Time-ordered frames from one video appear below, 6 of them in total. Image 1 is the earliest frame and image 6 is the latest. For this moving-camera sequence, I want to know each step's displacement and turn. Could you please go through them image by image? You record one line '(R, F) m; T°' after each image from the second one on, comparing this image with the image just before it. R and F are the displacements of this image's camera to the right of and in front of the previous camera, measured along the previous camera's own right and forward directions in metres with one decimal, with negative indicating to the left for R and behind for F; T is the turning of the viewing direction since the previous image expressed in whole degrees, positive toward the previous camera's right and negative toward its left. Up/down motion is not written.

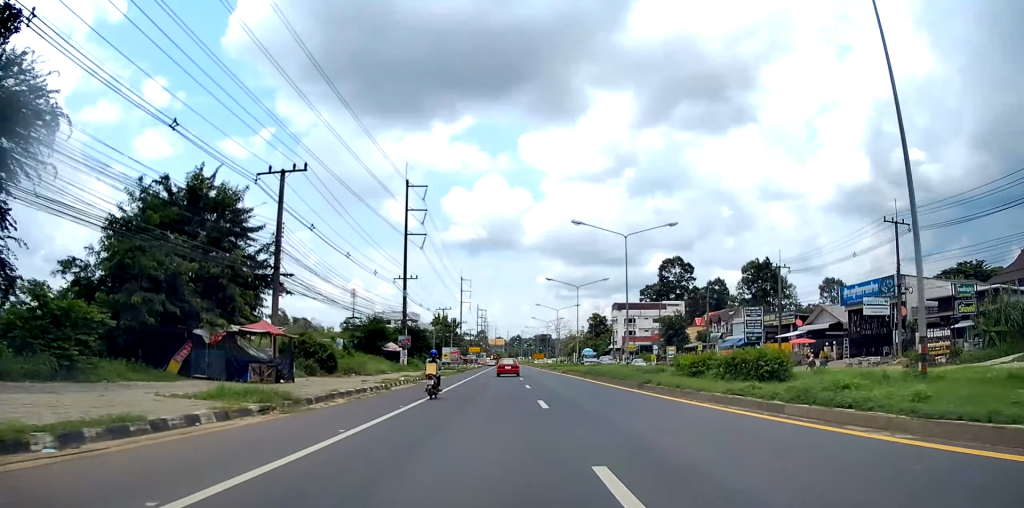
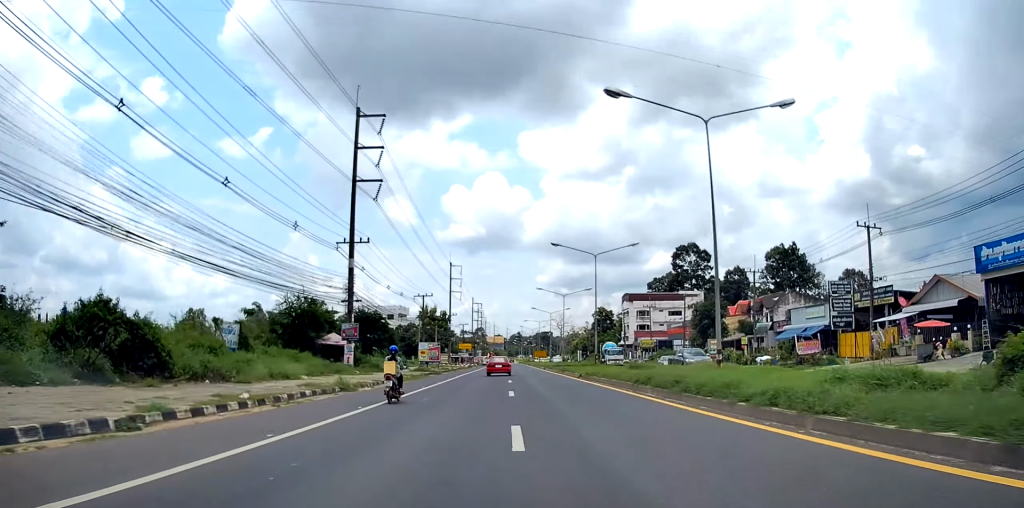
(+0.1, +19.3) m; 0°
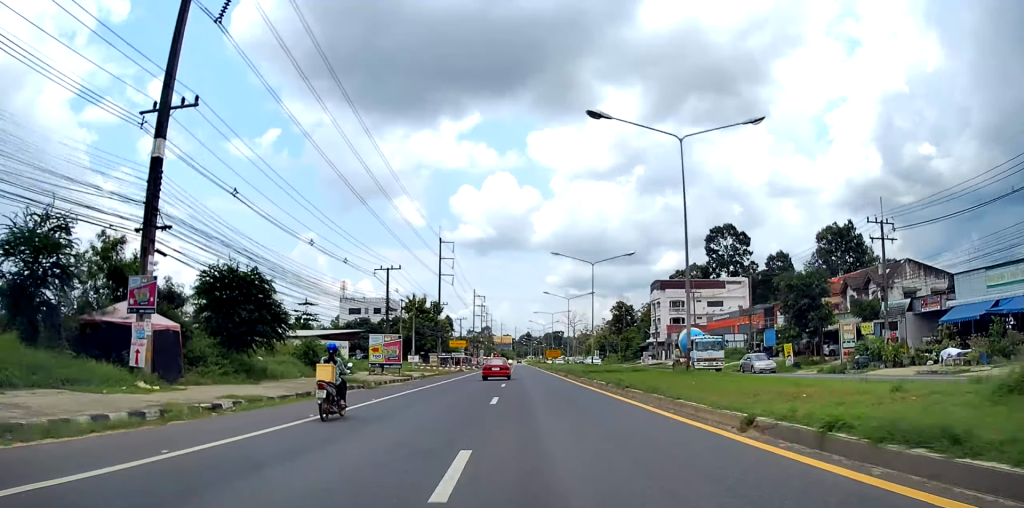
(-0.2, +27.2) m; -1°
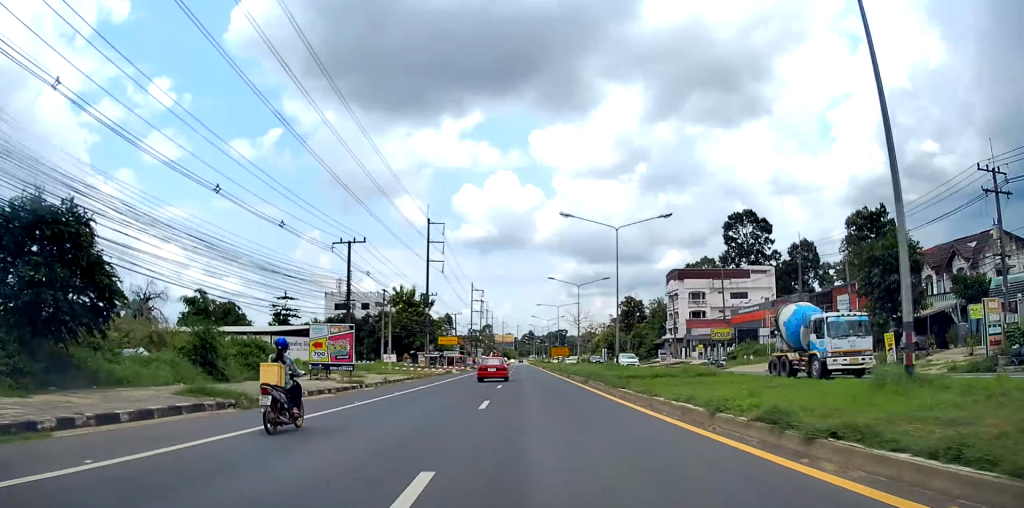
(-0.2, +13.9) m; -1°
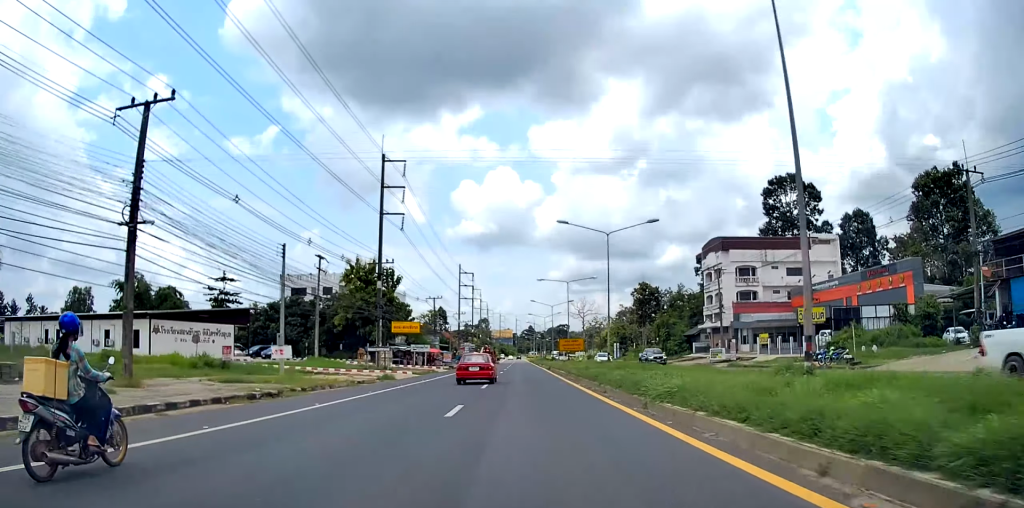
(+0.1, +26.3) m; +1°
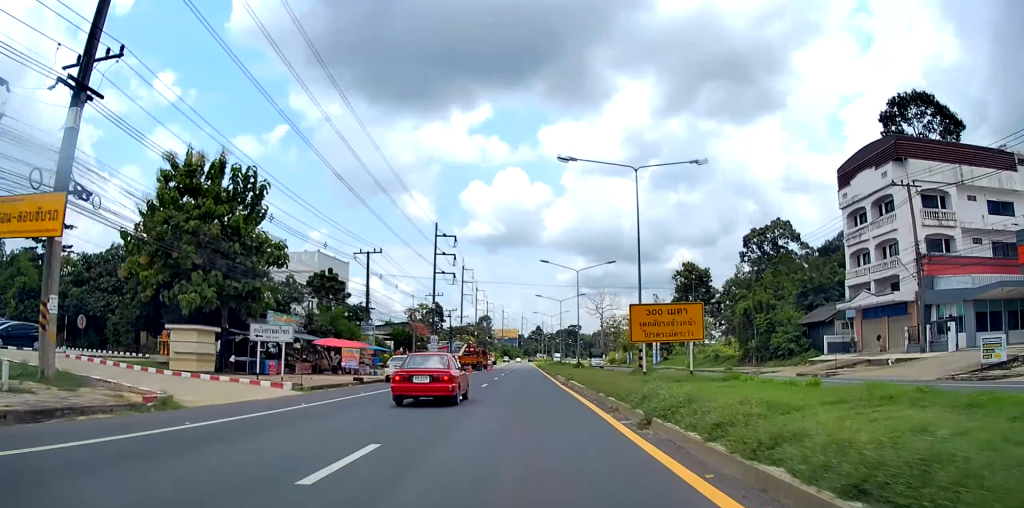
(+0.7, +43.8) m; 0°
